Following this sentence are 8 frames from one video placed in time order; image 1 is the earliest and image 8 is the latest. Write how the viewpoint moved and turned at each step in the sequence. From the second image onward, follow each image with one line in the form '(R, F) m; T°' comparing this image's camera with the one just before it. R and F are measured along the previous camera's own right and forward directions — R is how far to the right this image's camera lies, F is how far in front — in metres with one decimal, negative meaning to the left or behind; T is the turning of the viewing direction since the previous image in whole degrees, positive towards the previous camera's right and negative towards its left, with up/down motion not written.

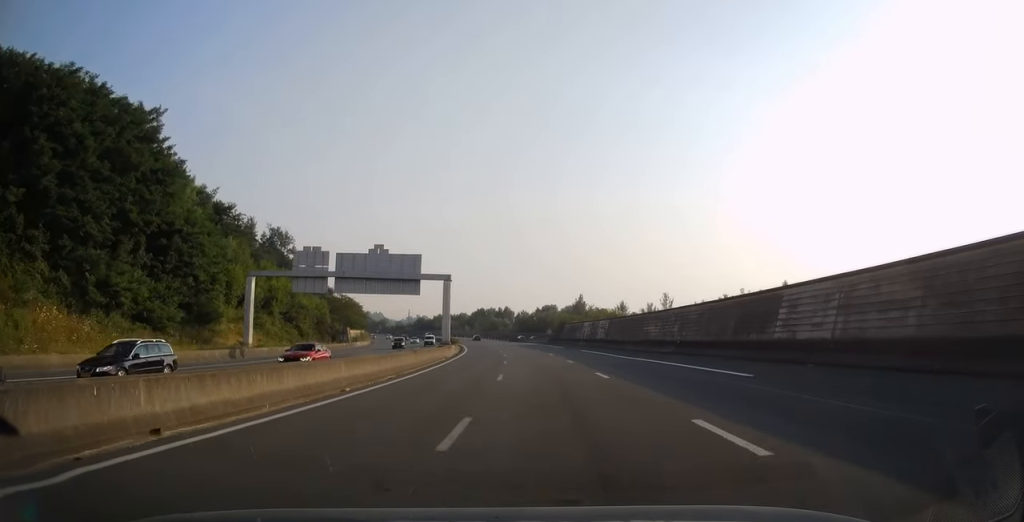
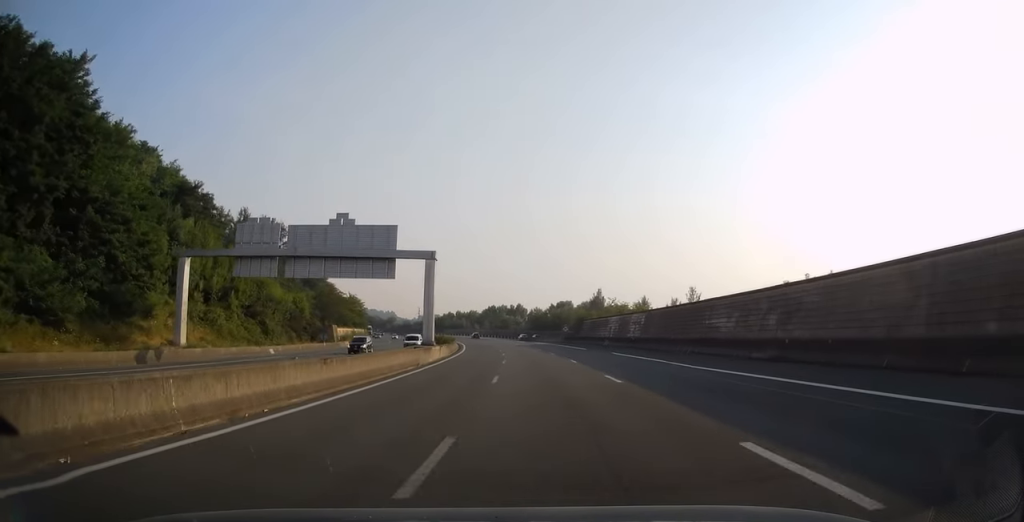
(-0.2, +15.2) m; -1°
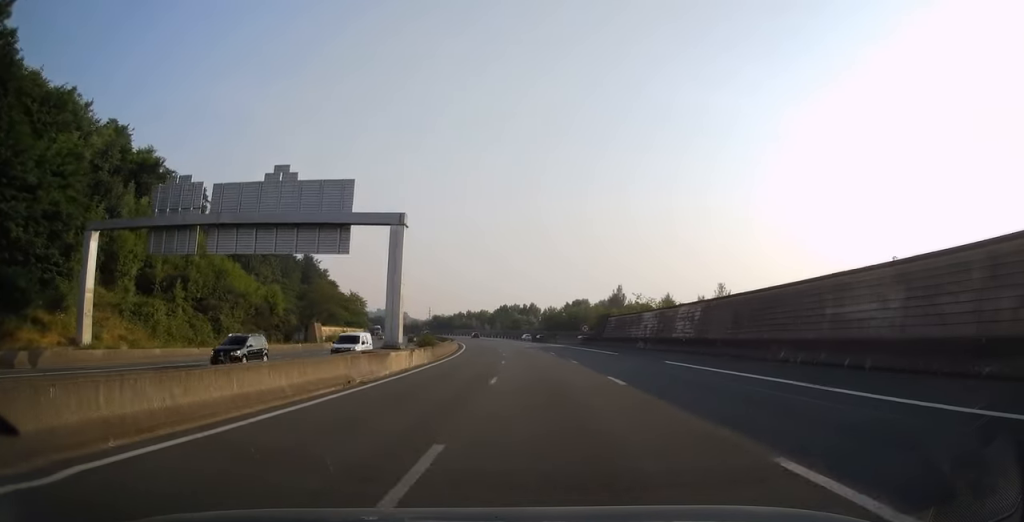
(-0.1, +13.7) m; -1°
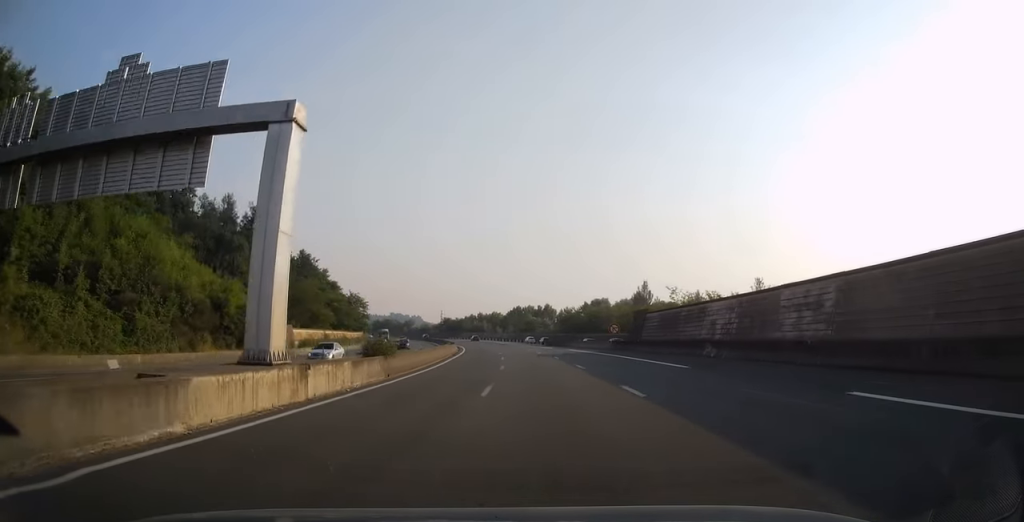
(-0.2, +15.7) m; -1°
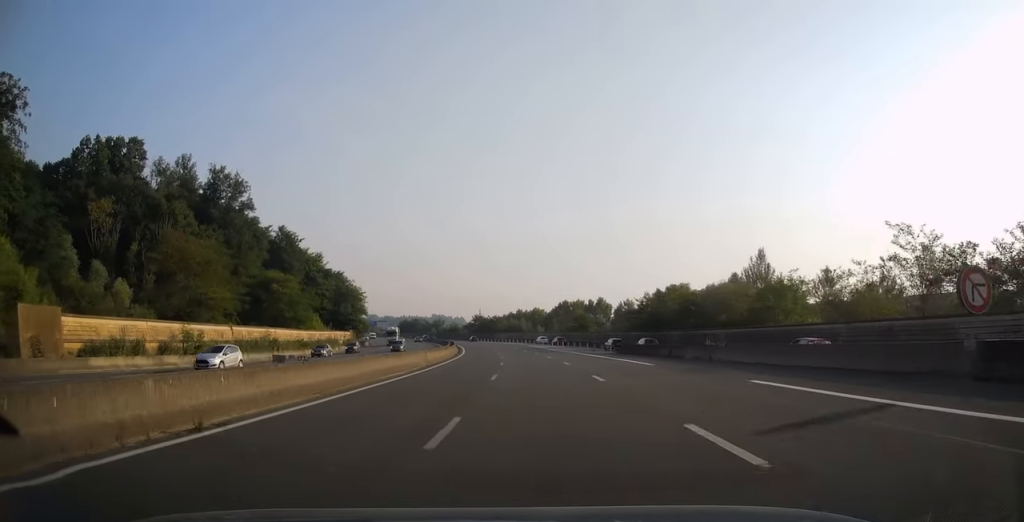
(-1.8, +46.0) m; -5°
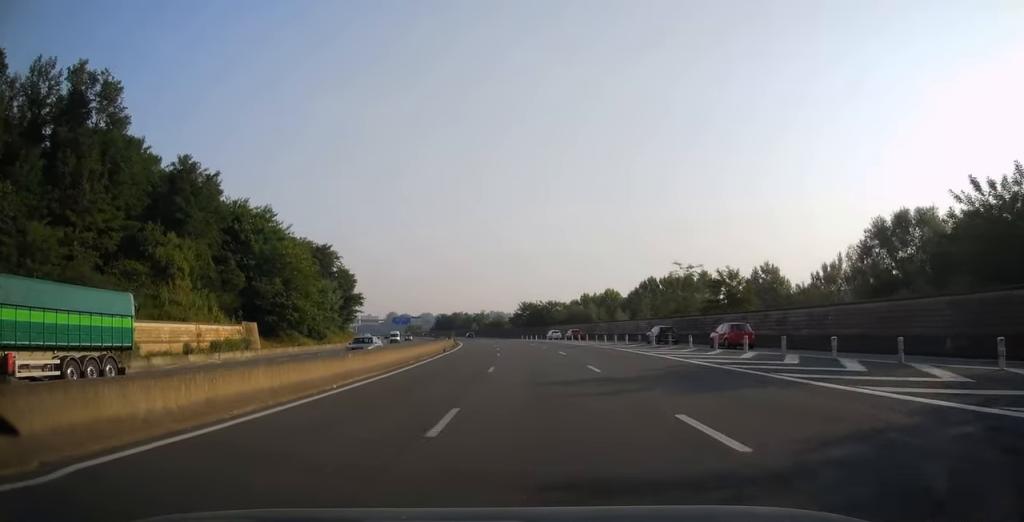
(-3.2, +64.6) m; -5°
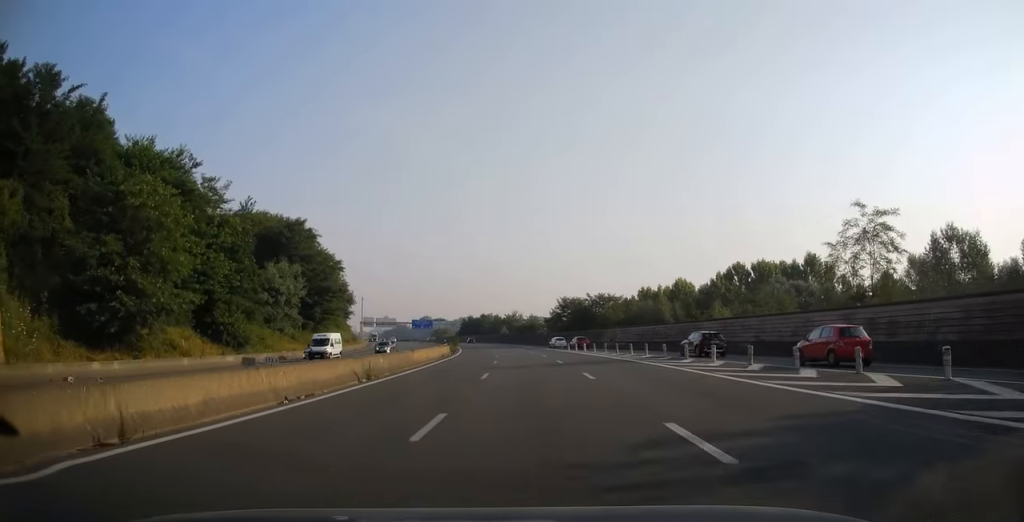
(-1.4, +39.1) m; -4°
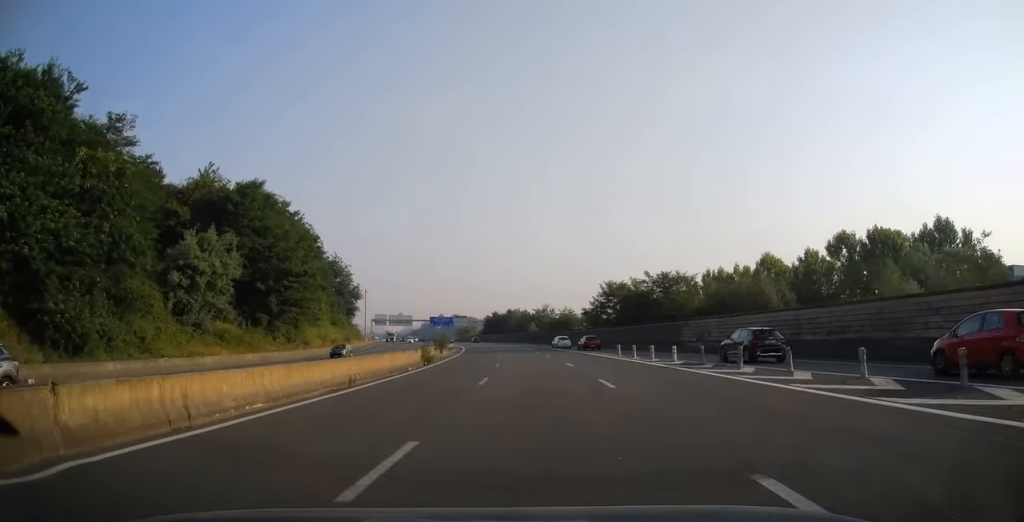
(-0.8, +29.3) m; -3°
